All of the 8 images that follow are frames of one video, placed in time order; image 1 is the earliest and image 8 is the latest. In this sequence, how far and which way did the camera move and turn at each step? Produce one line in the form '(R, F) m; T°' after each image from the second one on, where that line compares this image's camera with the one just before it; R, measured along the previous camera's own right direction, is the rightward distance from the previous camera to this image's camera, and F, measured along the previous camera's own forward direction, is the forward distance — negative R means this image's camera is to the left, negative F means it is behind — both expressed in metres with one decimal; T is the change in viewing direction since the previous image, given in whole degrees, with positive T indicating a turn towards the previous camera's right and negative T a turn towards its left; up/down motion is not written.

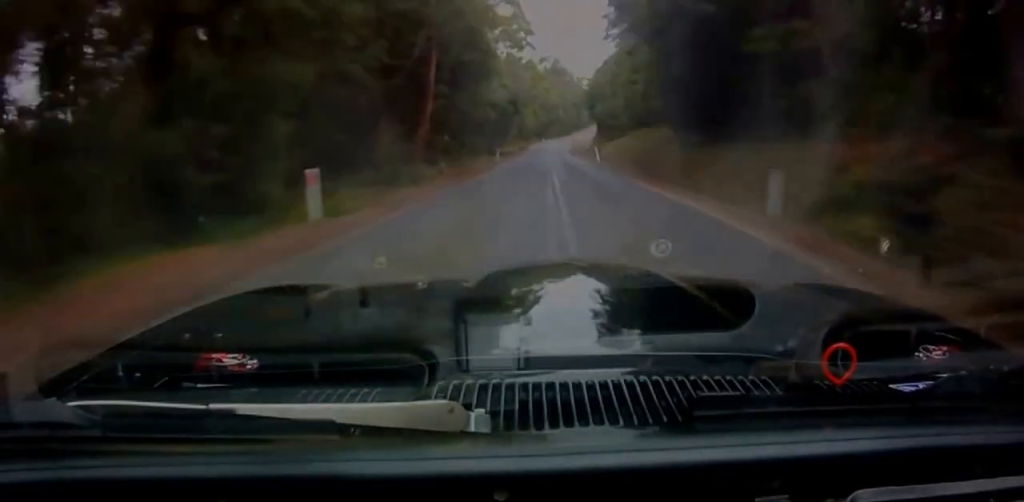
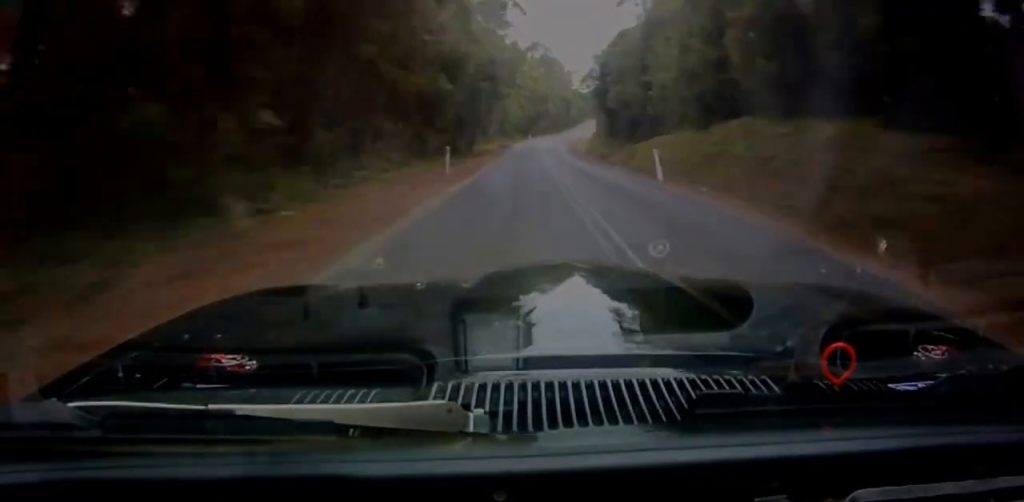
(+0.4, +26.4) m; +3°
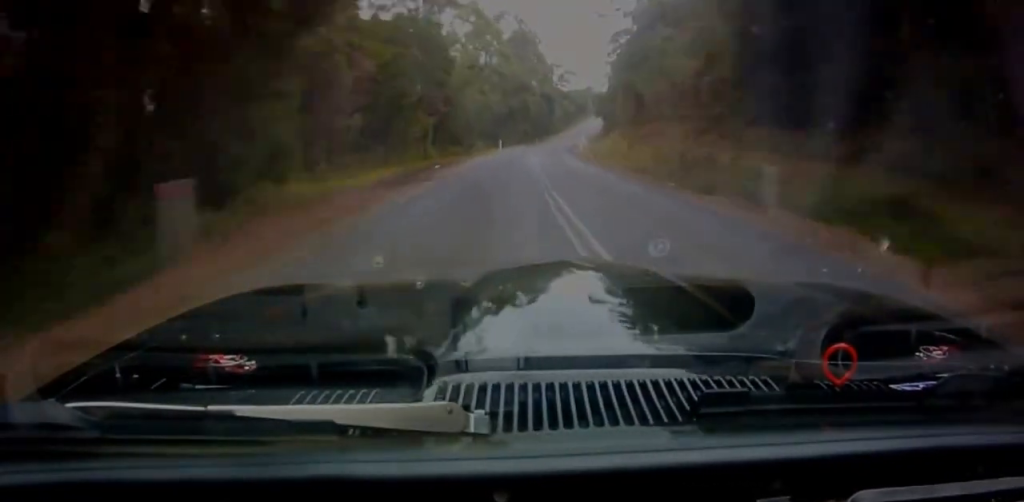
(+2.1, +53.3) m; +3°
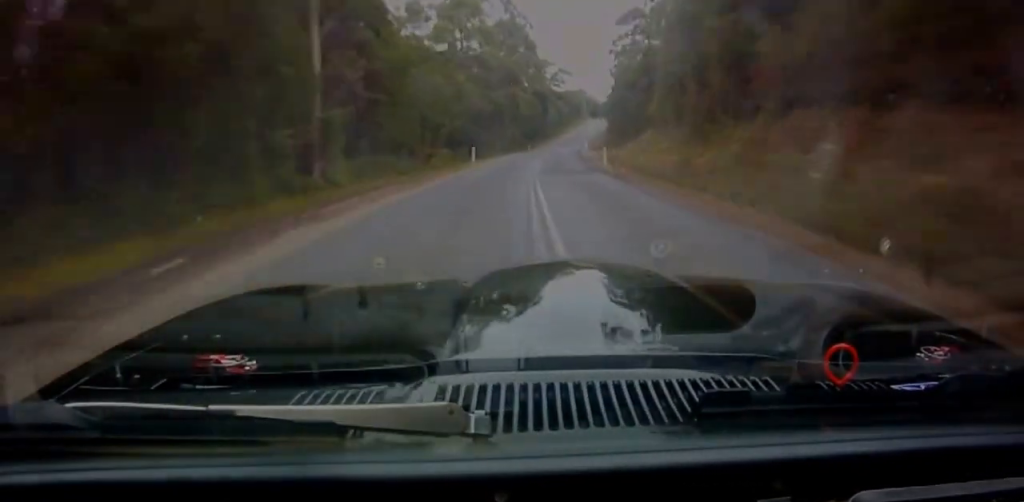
(+0.3, +24.4) m; +1°
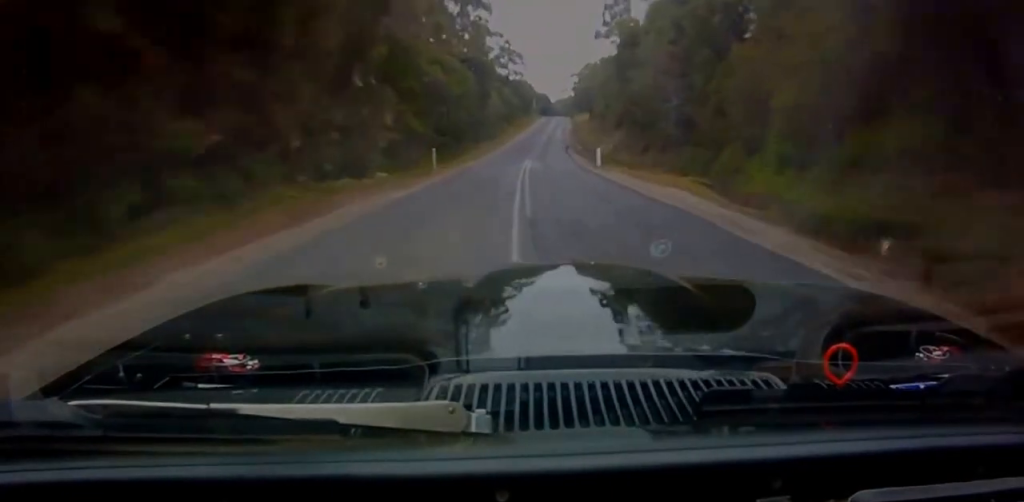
(+1.5, +60.2) m; +4°
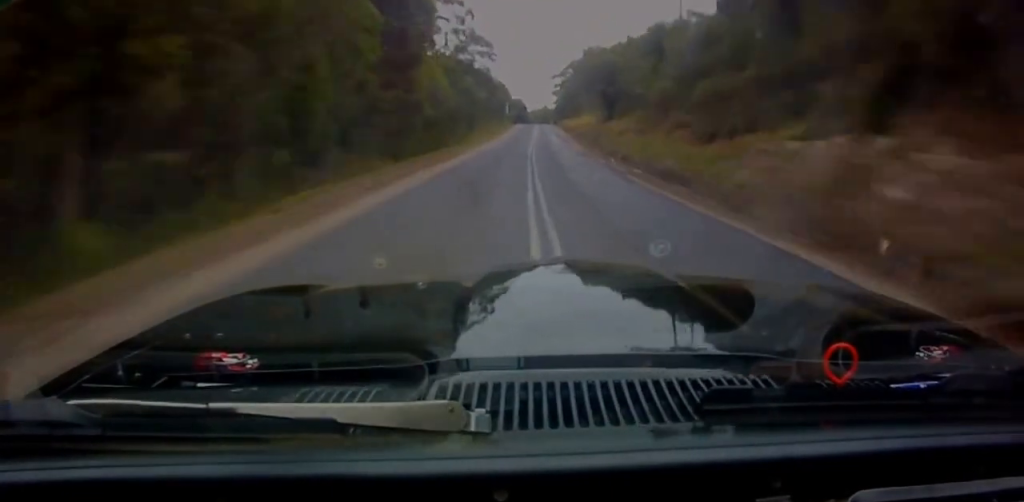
(+1.4, +44.9) m; +2°
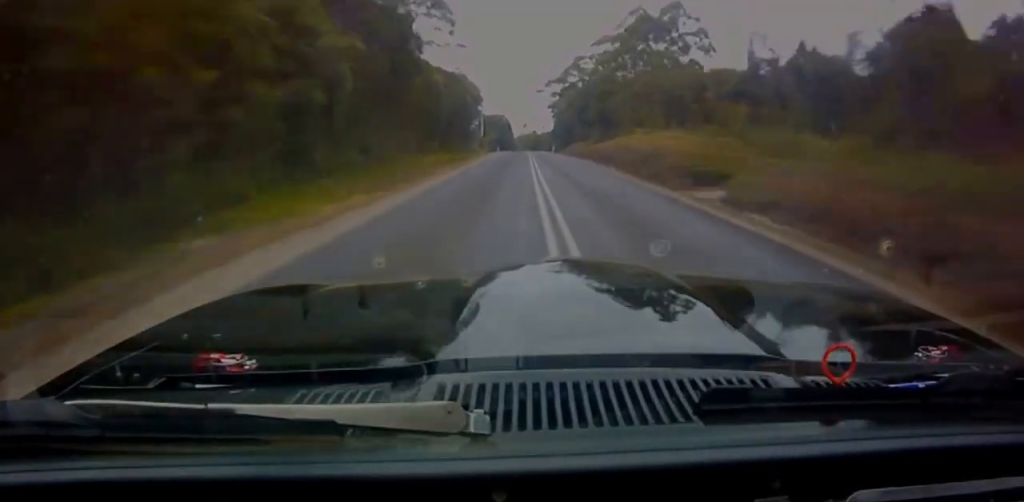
(+1.1, +61.2) m; +1°
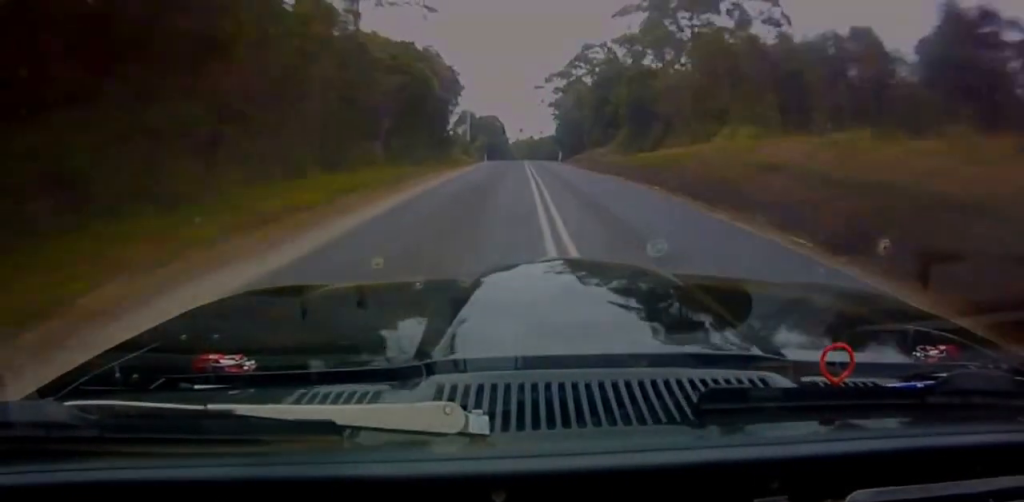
(-0.1, +22.5) m; 0°
